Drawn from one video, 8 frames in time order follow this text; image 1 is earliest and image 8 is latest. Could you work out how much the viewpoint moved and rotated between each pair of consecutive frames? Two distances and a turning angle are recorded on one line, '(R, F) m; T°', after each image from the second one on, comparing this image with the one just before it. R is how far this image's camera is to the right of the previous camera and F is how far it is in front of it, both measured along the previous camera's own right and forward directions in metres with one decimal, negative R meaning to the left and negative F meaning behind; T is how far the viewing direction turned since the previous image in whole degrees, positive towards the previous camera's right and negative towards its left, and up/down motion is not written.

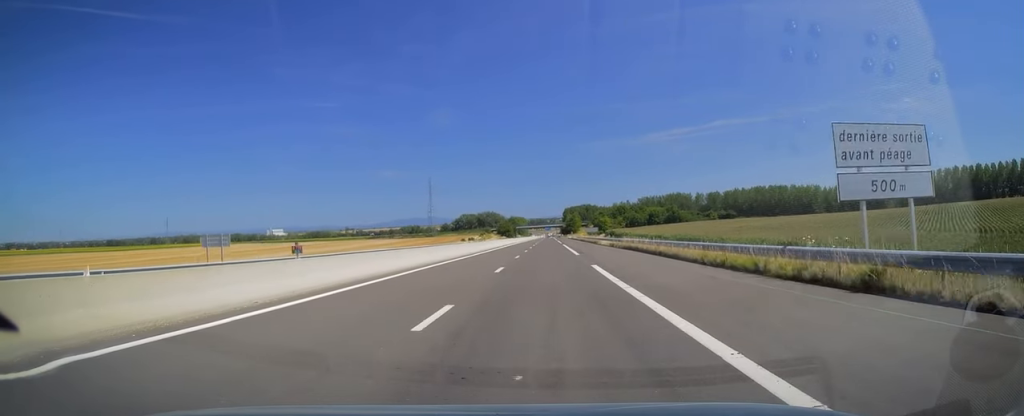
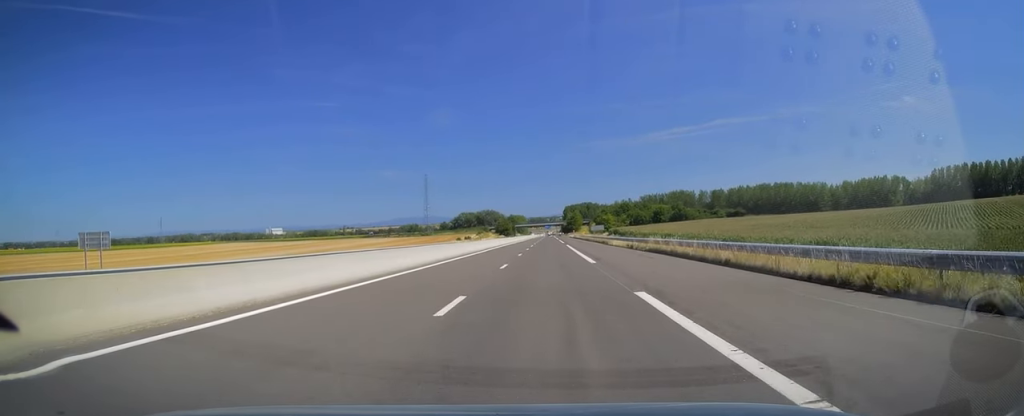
(0.0, +11.9) m; 0°
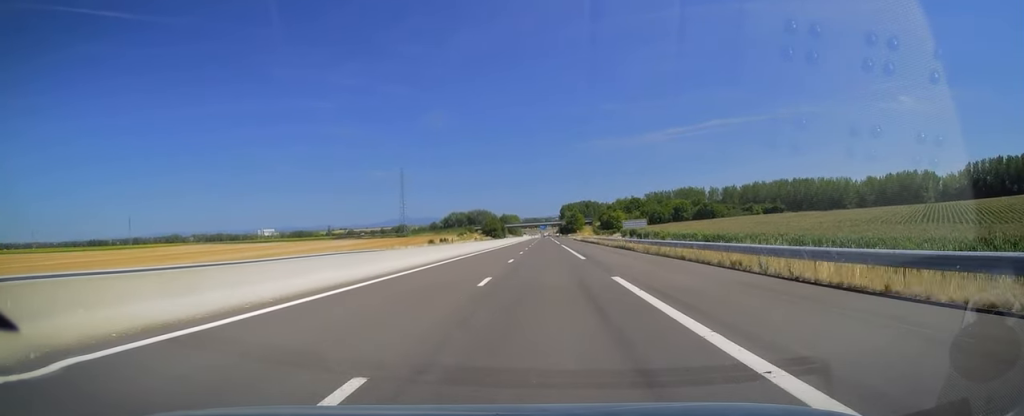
(+0.1, +46.9) m; +1°
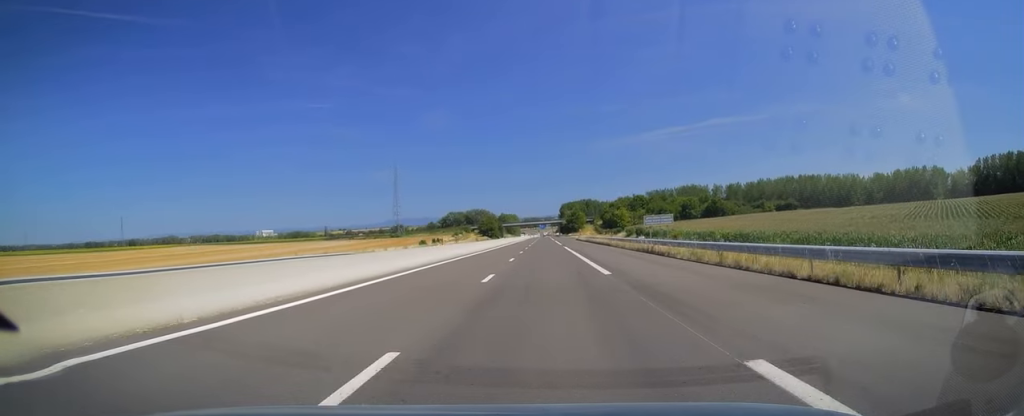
(0.0, +11.8) m; 0°
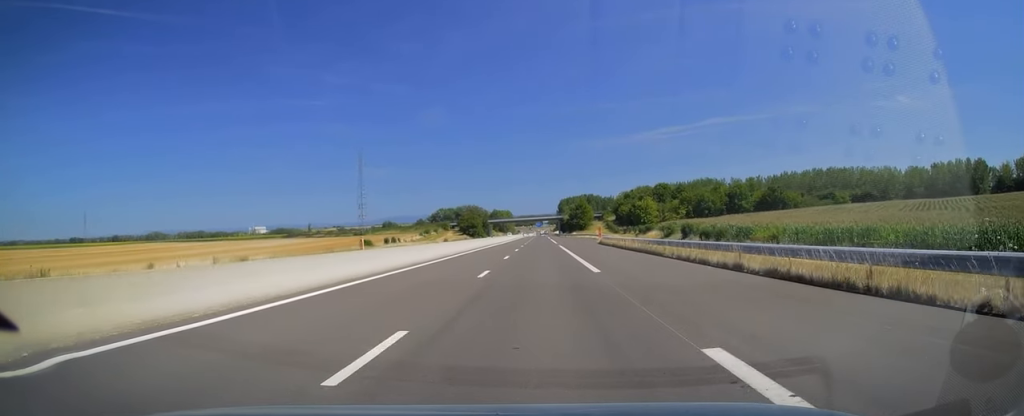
(+0.1, +51.4) m; 0°
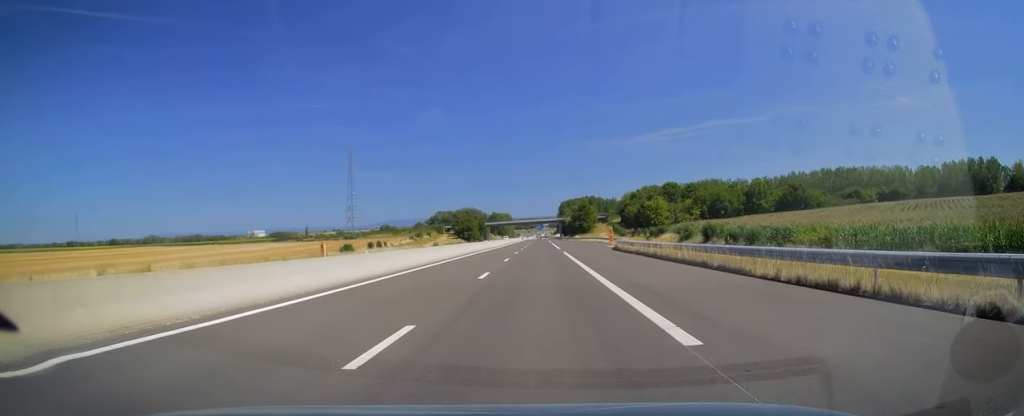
(0.0, +12.3) m; 0°
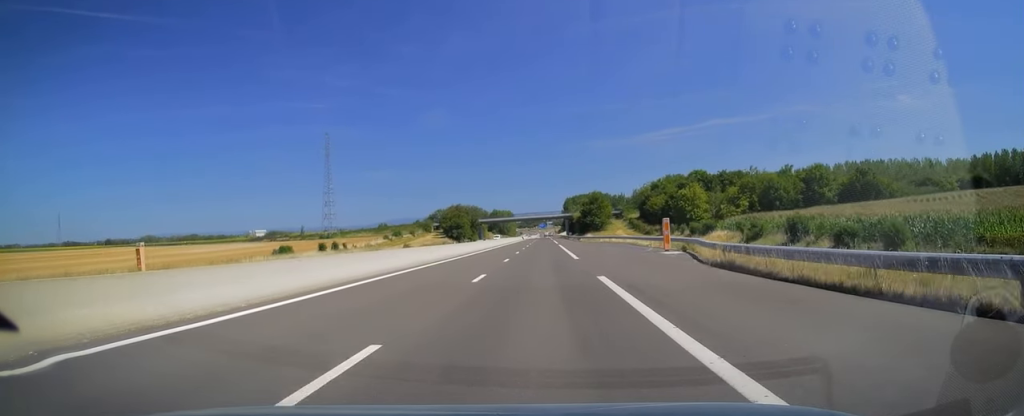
(-0.1, +28.1) m; 0°
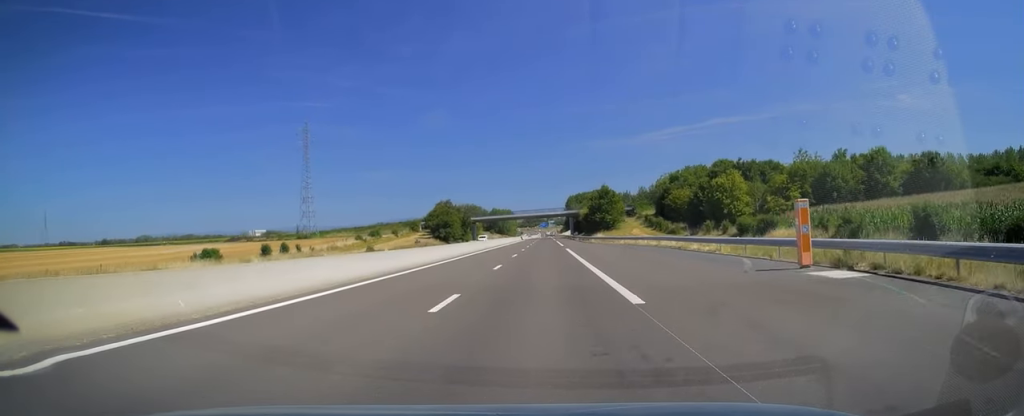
(-0.2, +19.7) m; 0°
